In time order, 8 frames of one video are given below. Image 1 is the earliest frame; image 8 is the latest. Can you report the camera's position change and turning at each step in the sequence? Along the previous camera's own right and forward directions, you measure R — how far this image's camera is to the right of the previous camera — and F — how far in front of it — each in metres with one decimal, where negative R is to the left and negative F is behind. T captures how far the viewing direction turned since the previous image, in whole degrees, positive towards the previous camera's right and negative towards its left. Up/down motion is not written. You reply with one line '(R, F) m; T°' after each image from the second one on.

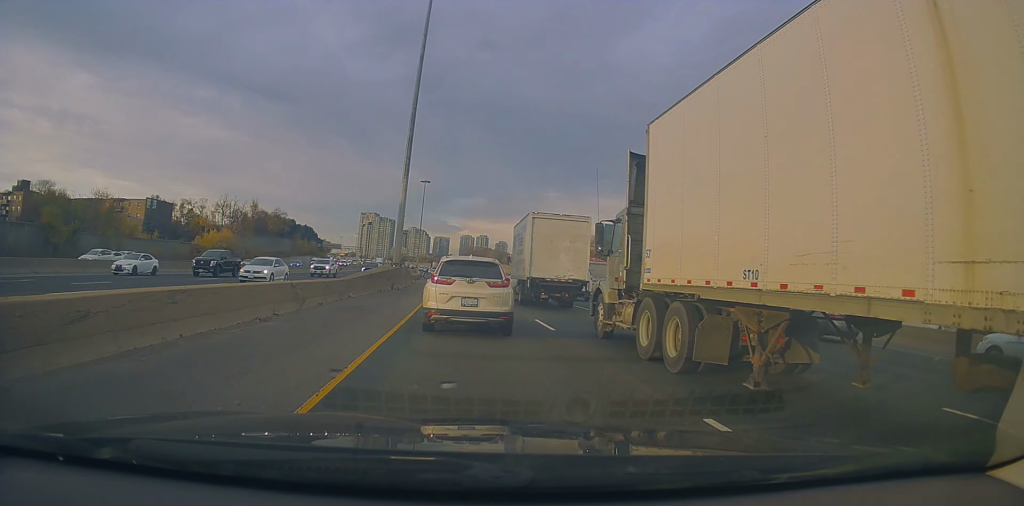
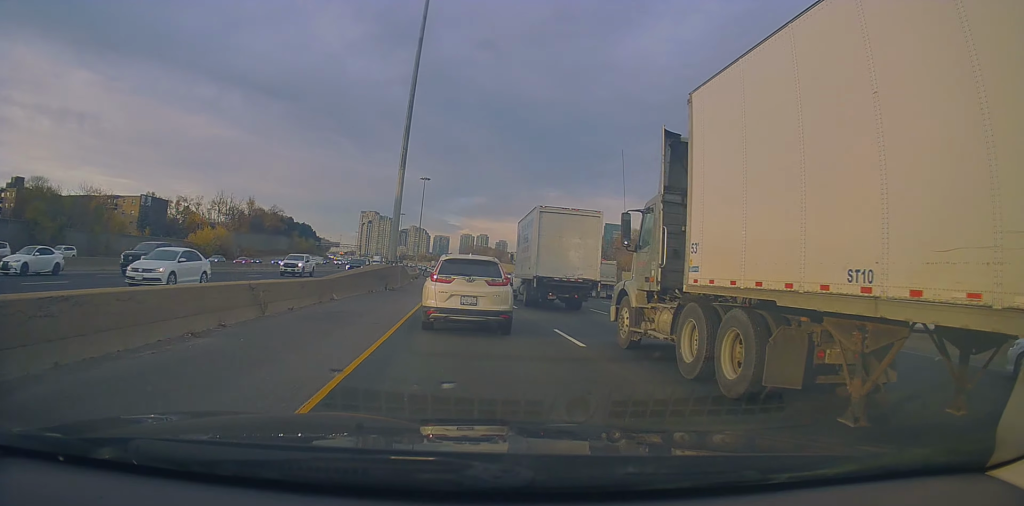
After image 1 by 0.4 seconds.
(+0.1, +3.2) m; -2°
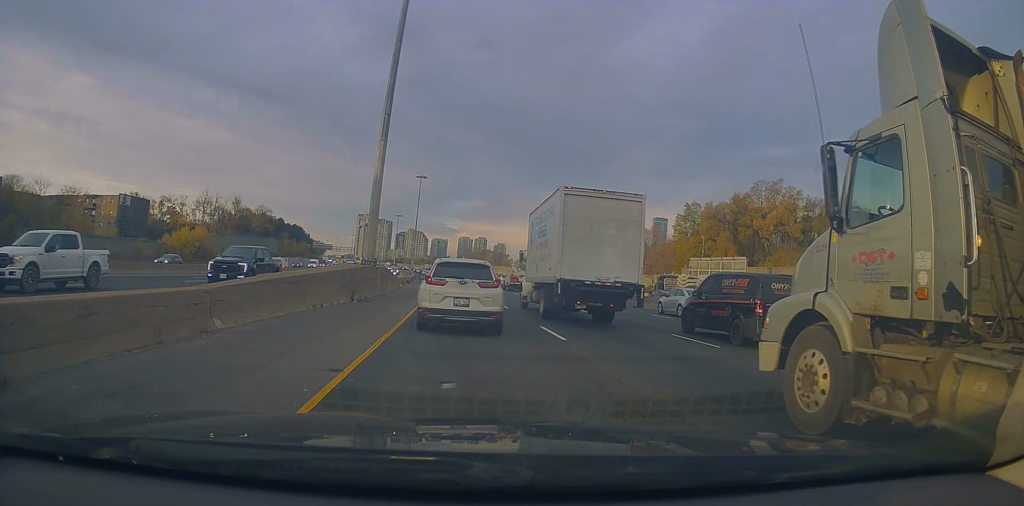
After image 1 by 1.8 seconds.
(-0.4, +10.4) m; -2°
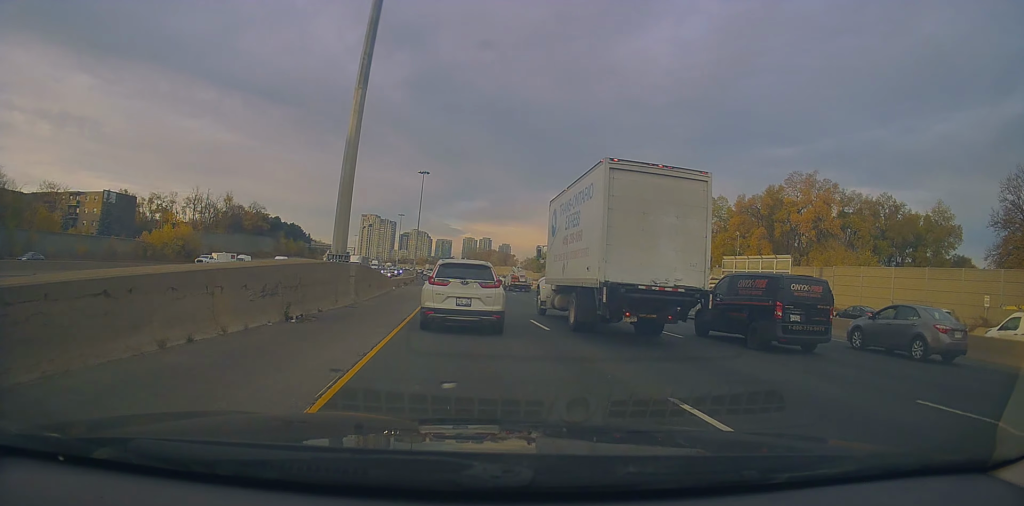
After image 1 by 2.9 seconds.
(+0.1, +9.1) m; +1°
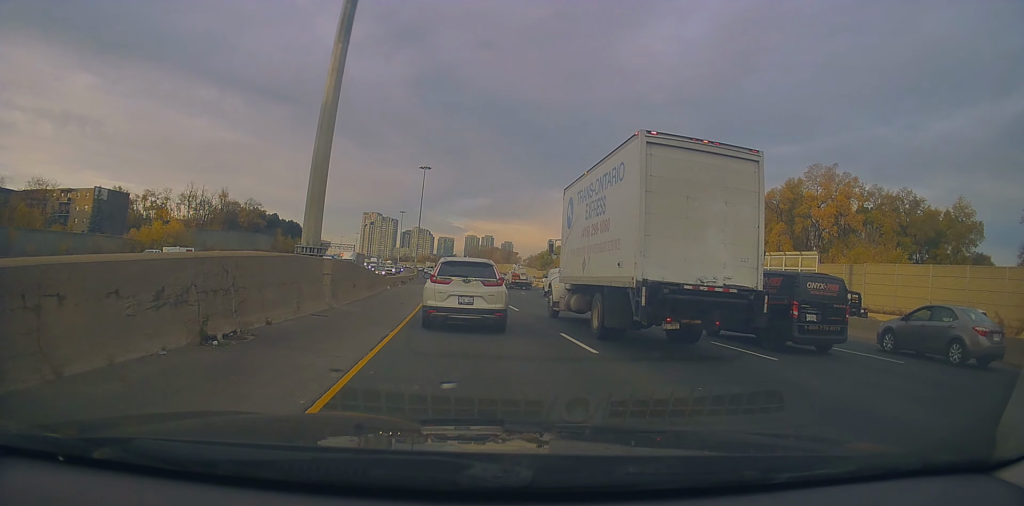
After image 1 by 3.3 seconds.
(0.0, +4.2) m; +1°
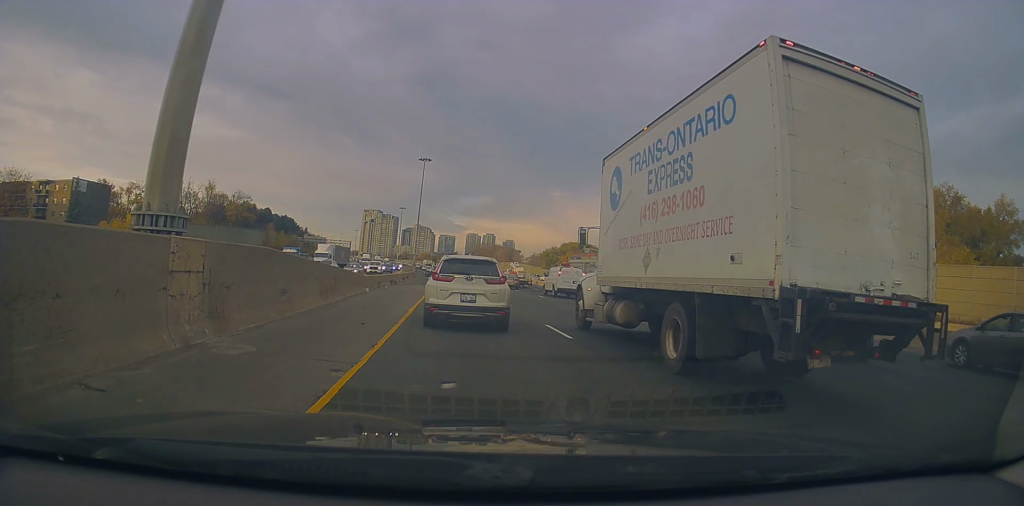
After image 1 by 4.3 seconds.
(+0.2, +9.5) m; -1°
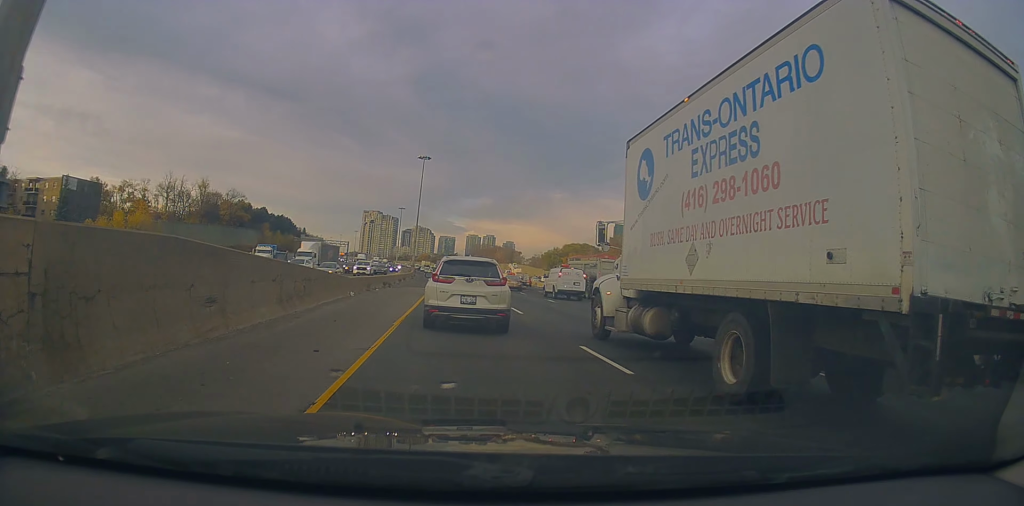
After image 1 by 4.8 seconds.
(-0.1, +4.3) m; -1°
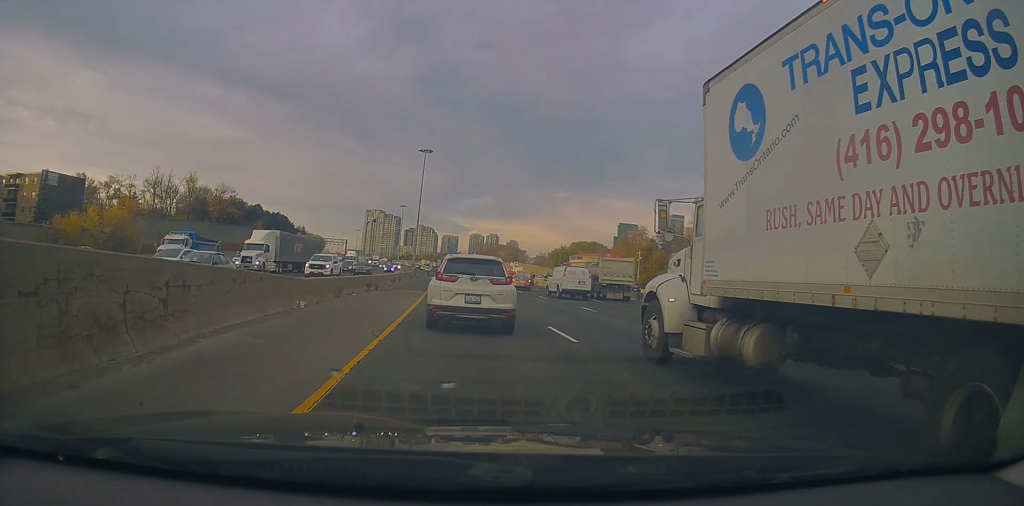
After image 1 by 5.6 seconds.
(-0.2, +8.6) m; -1°
